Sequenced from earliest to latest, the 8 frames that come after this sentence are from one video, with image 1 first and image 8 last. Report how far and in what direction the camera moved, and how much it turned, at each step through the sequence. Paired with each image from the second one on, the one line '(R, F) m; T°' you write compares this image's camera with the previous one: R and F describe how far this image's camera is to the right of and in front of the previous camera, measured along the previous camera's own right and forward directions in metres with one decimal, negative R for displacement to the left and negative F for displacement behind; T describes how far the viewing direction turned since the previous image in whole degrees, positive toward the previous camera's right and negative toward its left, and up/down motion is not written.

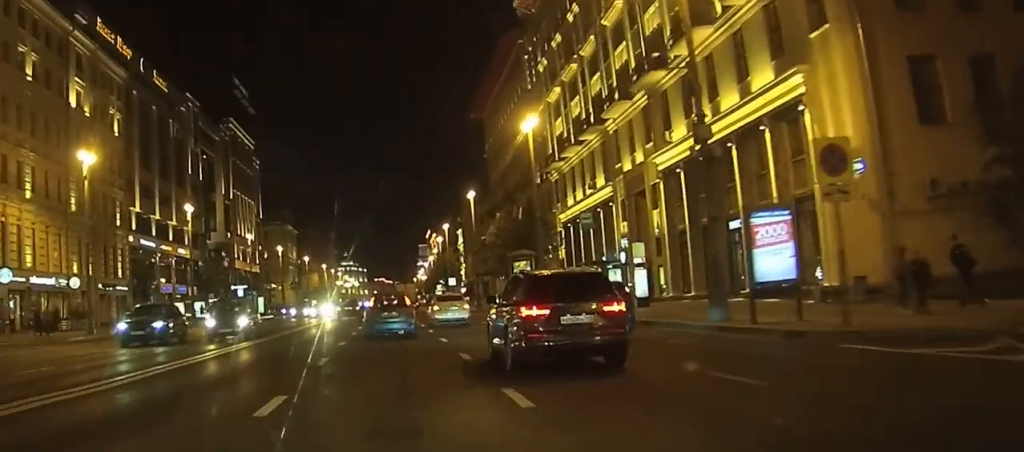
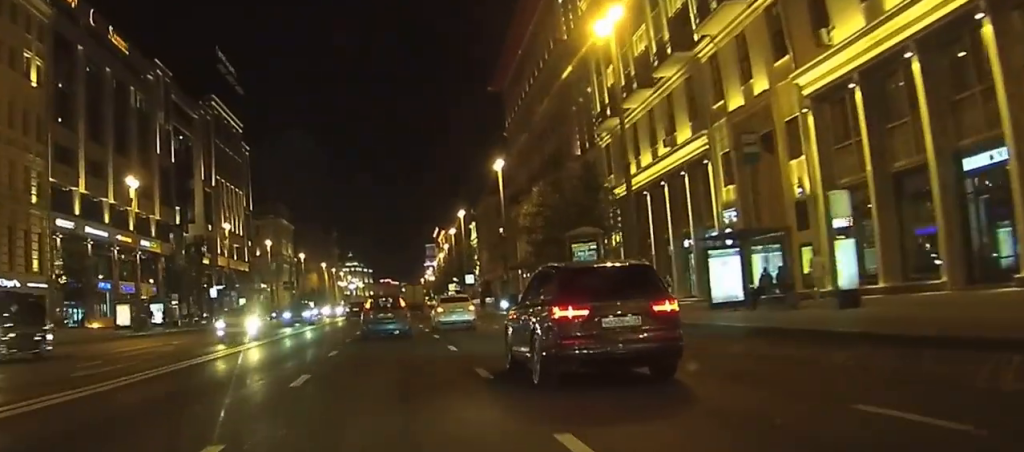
(-0.8, +20.5) m; -5°
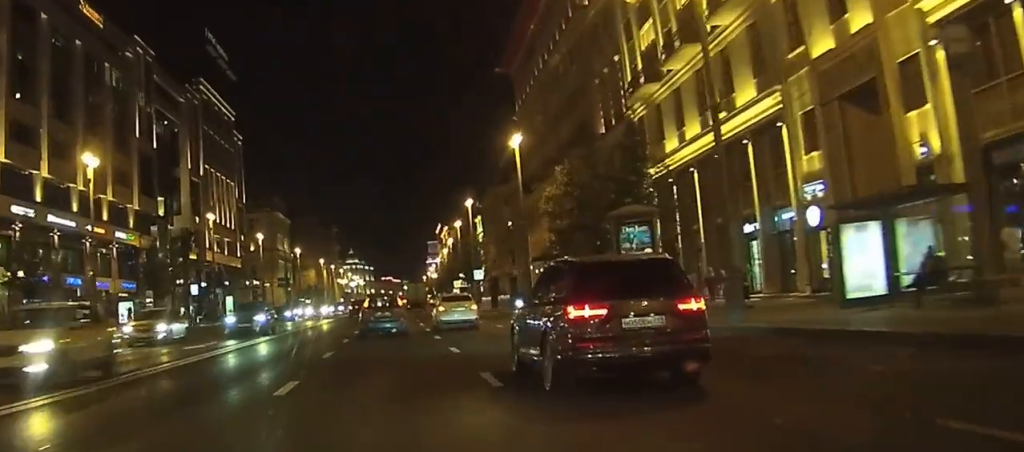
(-0.2, +9.6) m; -1°
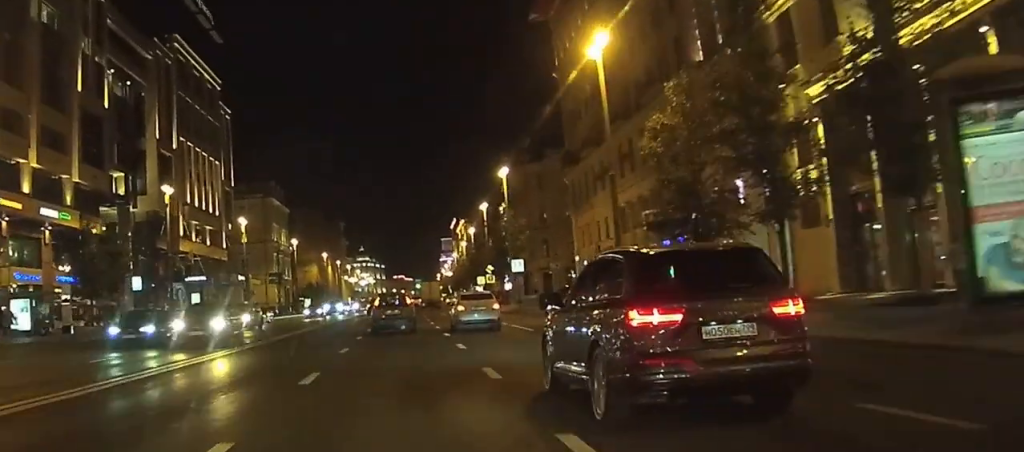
(-0.1, +22.3) m; 0°
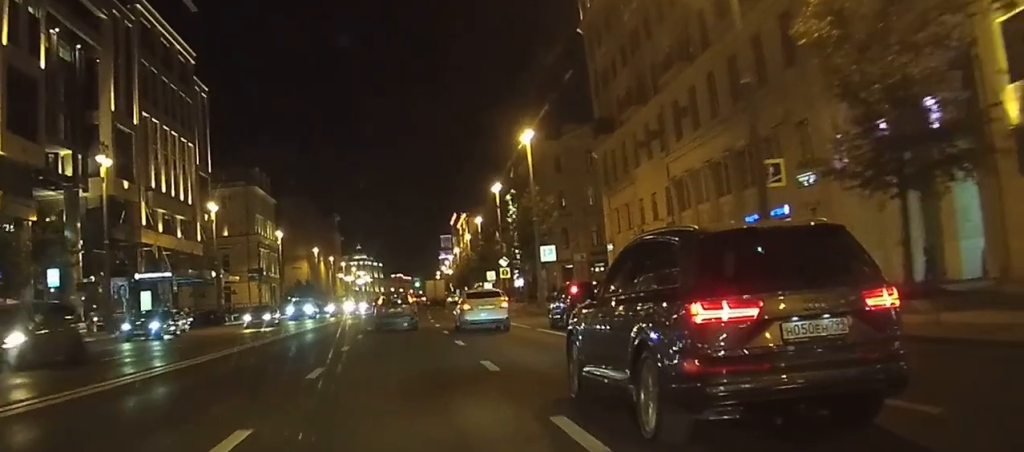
(+0.1, +15.4) m; 0°
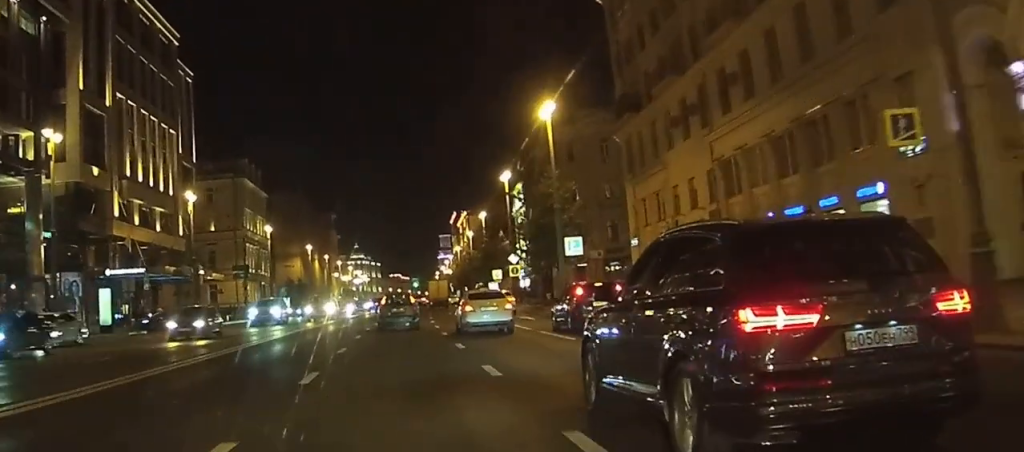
(0.0, +8.8) m; 0°
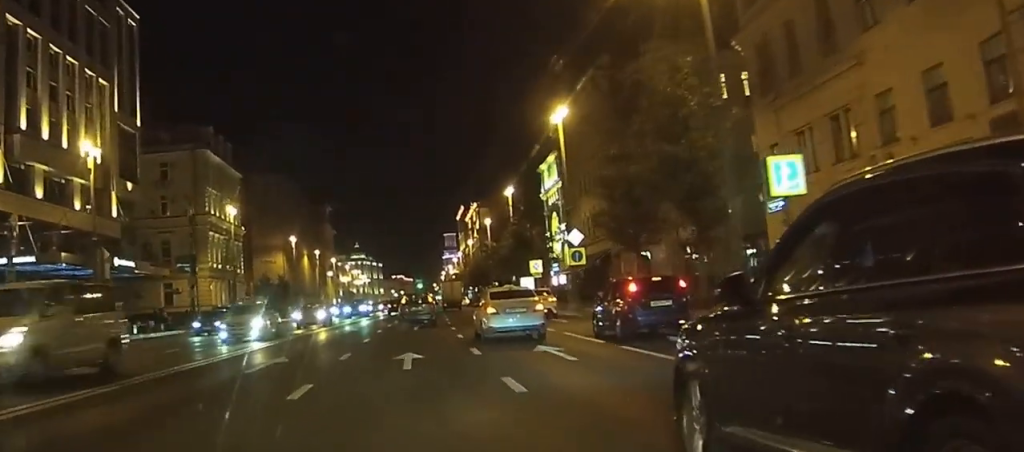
(0.0, +26.3) m; -1°
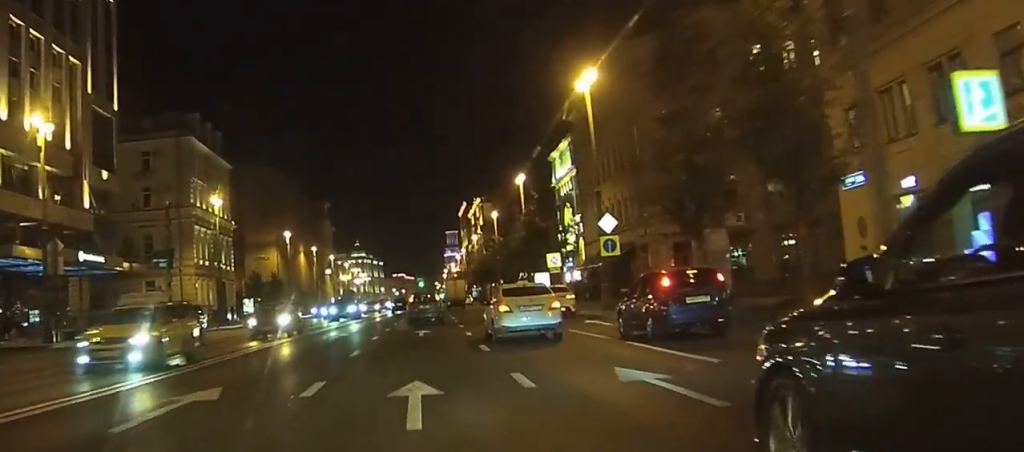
(-0.1, +7.7) m; -1°
